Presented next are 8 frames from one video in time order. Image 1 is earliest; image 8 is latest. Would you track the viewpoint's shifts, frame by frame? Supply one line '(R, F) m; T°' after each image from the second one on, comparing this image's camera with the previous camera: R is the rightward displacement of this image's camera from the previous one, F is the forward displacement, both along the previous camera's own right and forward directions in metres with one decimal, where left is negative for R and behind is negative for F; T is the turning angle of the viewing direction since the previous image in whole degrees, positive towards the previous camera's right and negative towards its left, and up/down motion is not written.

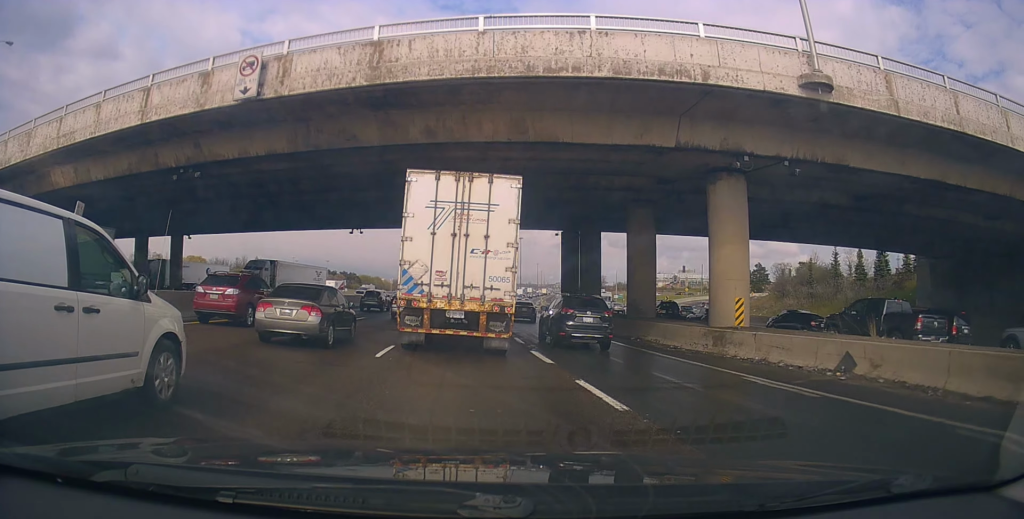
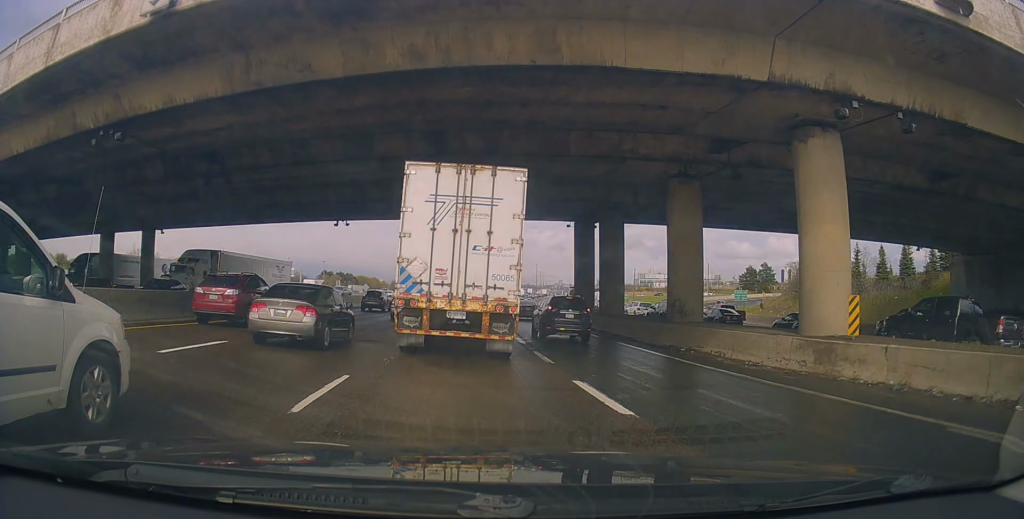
(+1.2, +6.0) m; +6°
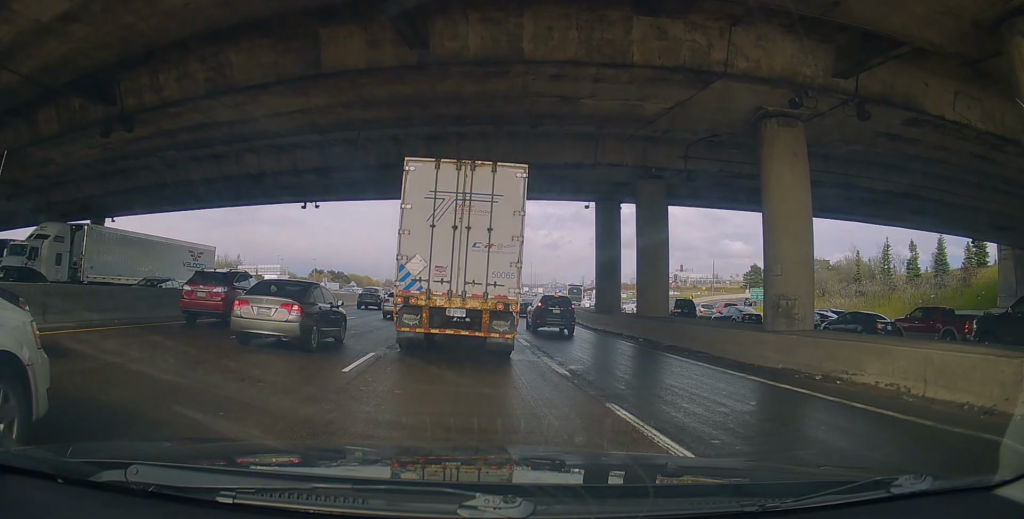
(-0.7, +8.3) m; -7°
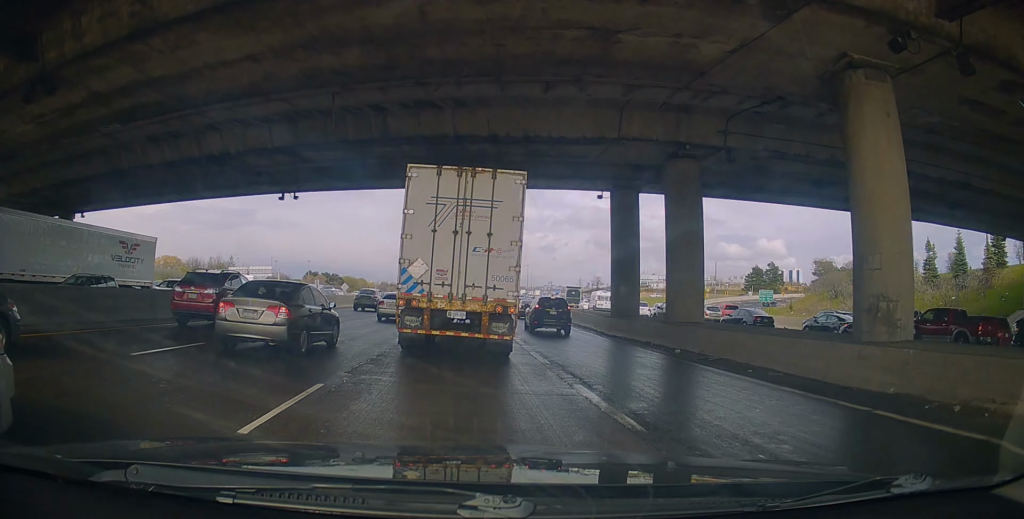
(-0.1, +4.3) m; -1°
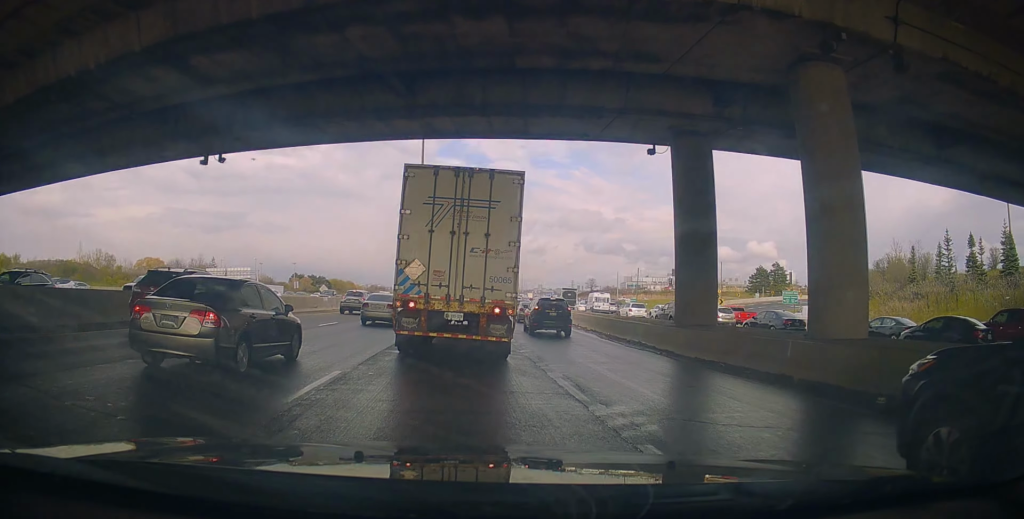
(-0.2, +10.3) m; +2°
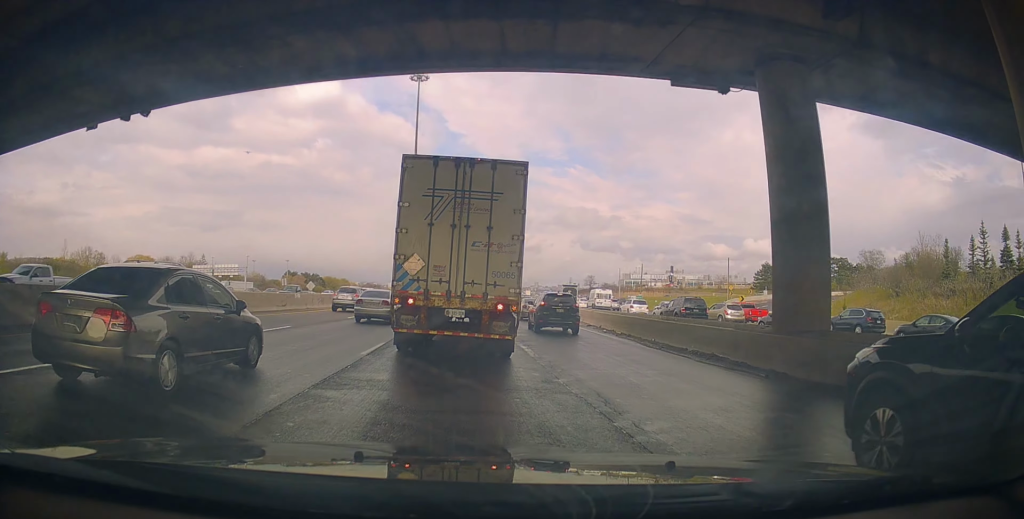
(+0.4, +6.6) m; +1°
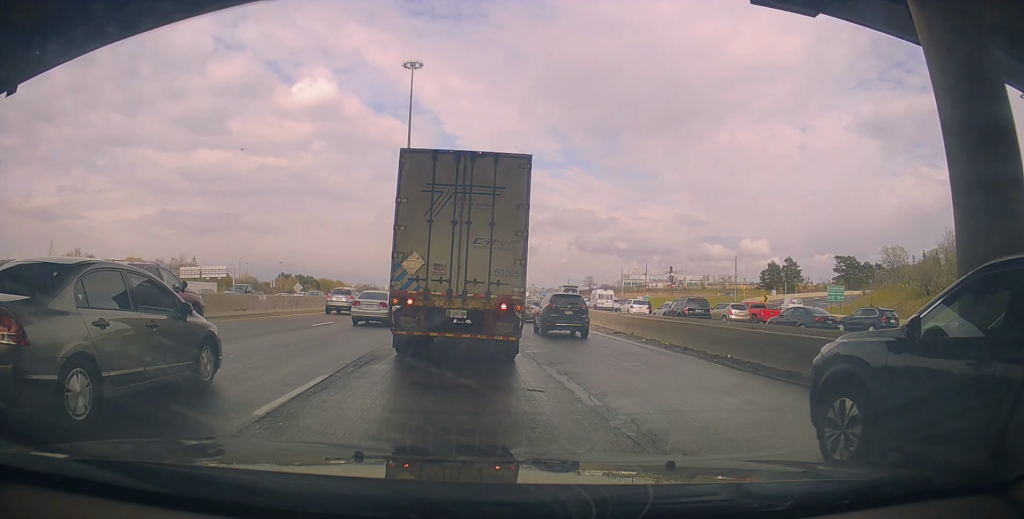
(-0.2, +6.2) m; -1°
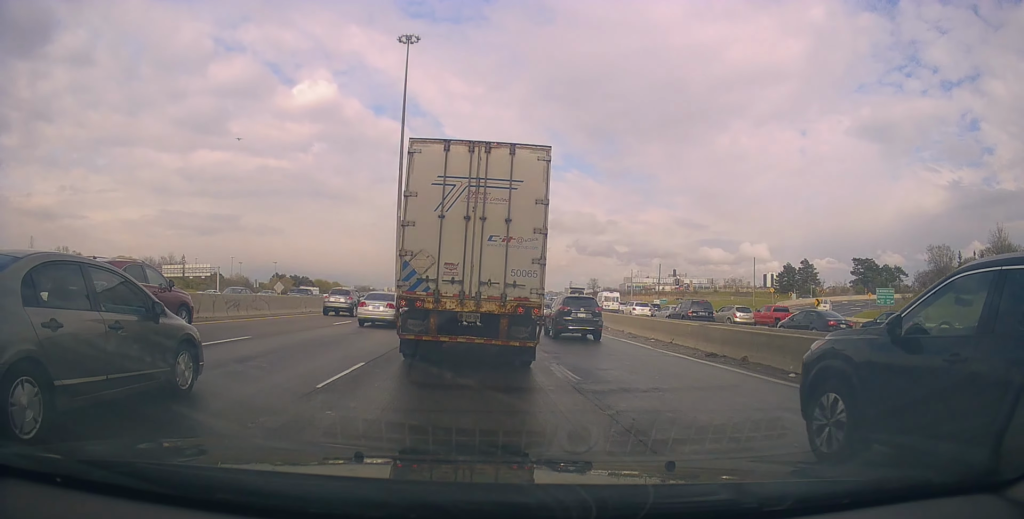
(+0.2, +10.3) m; +4°
